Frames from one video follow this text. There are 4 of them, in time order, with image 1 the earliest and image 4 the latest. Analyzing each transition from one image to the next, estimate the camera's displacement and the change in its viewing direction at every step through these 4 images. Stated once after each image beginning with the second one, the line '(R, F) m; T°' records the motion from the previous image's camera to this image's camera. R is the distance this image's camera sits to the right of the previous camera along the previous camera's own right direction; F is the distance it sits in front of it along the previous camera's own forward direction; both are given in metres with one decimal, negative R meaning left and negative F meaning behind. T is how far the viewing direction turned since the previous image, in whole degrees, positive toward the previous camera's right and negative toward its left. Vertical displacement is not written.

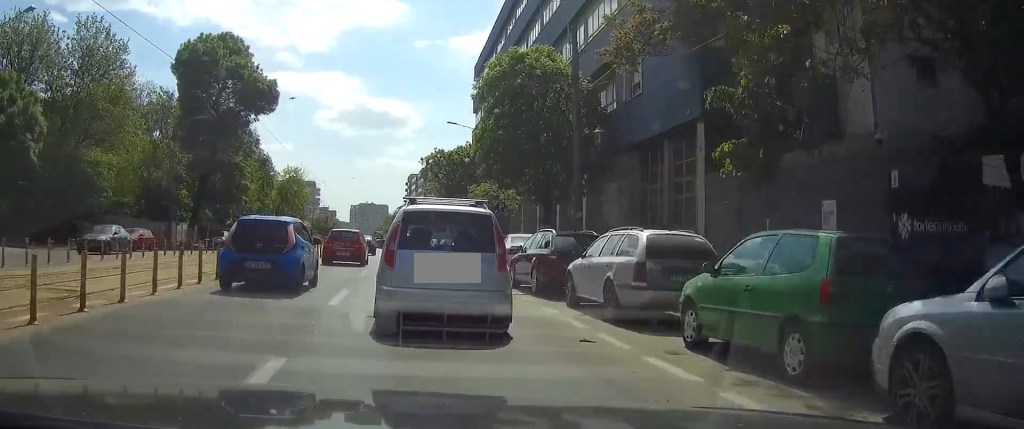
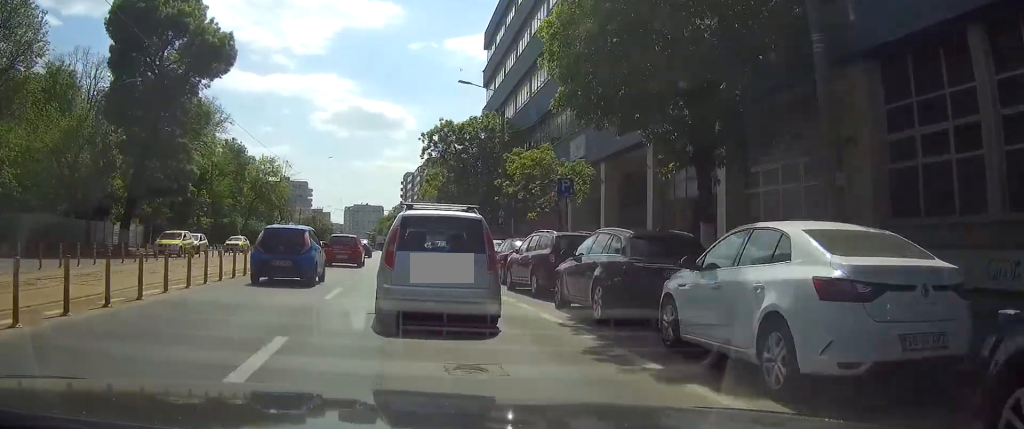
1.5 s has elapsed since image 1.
(-0.2, +16.6) m; -1°
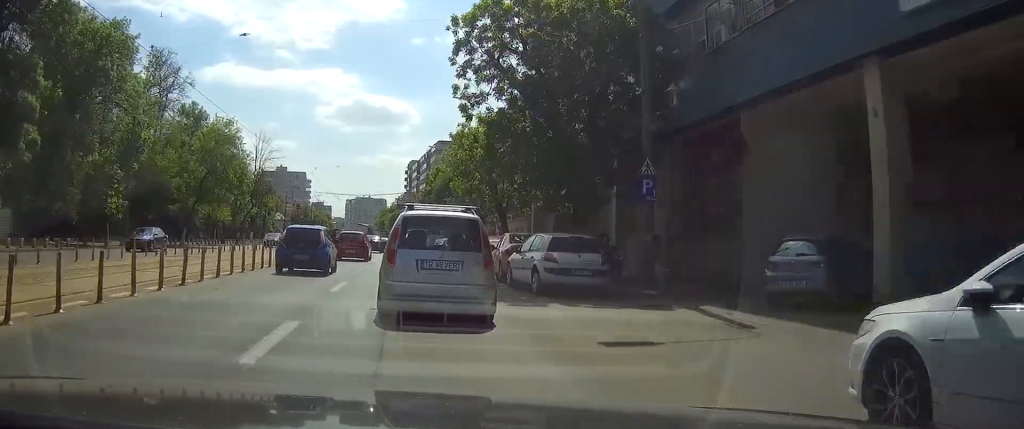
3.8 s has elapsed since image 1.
(-0.1, +25.1) m; 0°
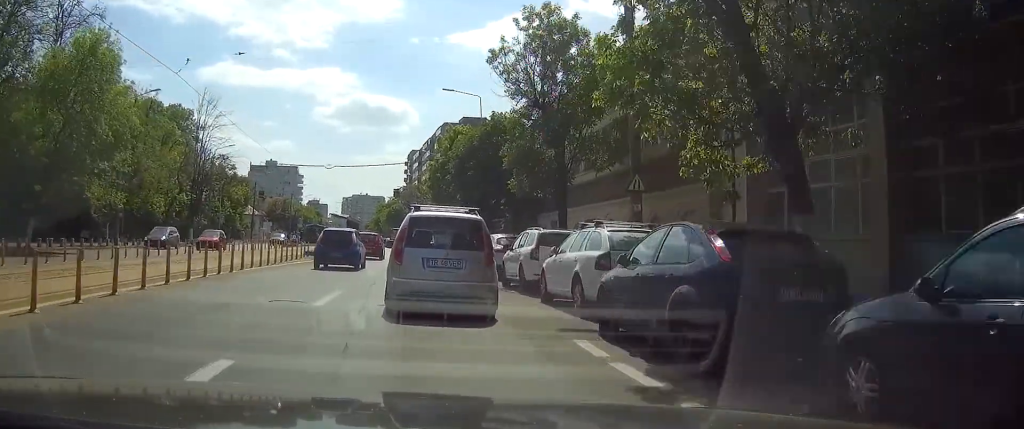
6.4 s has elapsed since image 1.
(+0.4, +30.0) m; +1°
